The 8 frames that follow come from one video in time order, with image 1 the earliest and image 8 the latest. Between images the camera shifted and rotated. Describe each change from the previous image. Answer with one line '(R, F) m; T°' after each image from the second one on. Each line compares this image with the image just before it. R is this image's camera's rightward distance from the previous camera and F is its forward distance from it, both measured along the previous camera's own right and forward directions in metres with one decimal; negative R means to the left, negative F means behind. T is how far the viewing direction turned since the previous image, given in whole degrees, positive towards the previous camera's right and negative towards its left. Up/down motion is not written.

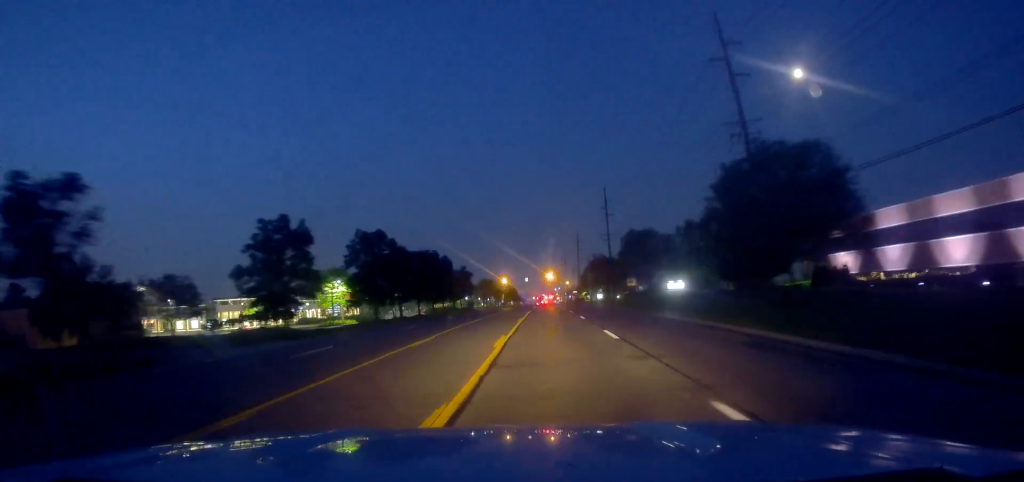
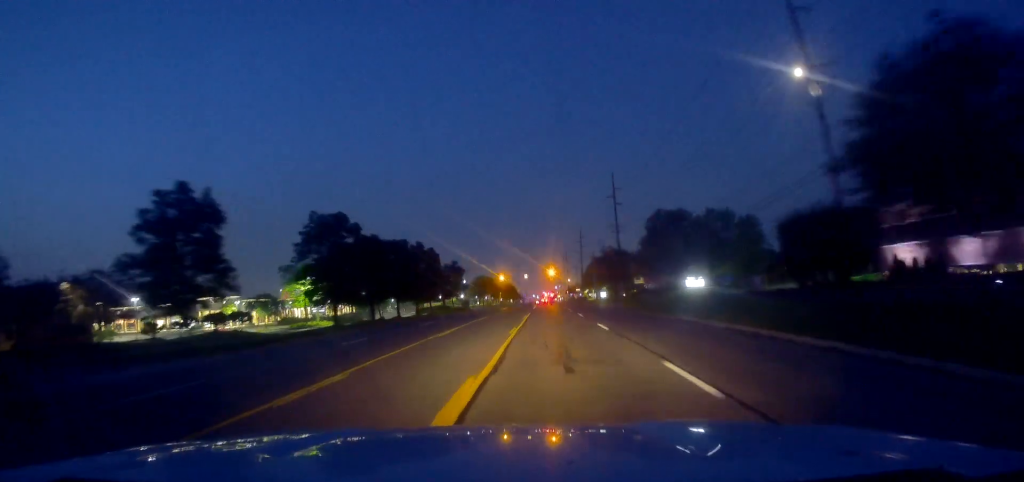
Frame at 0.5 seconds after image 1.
(0.0, +11.0) m; +1°
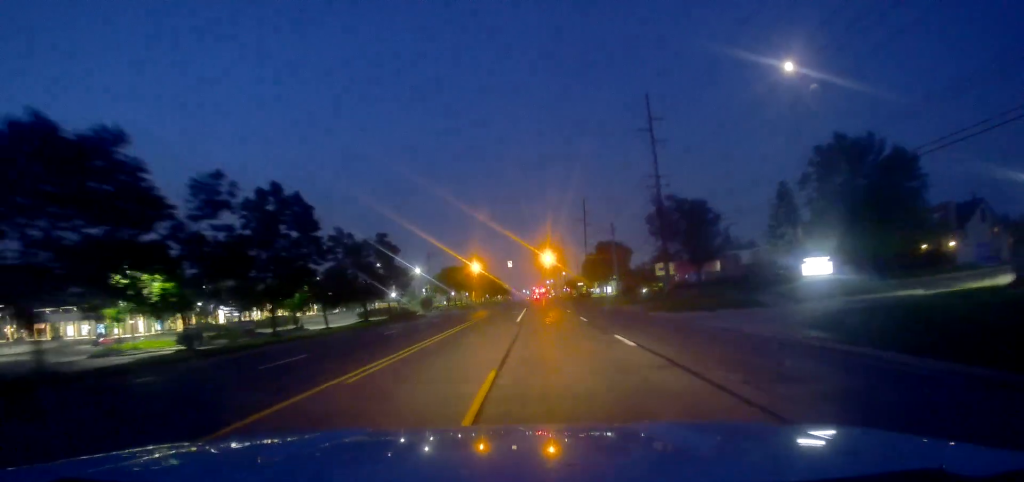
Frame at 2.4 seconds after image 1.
(-0.6, +37.6) m; -1°
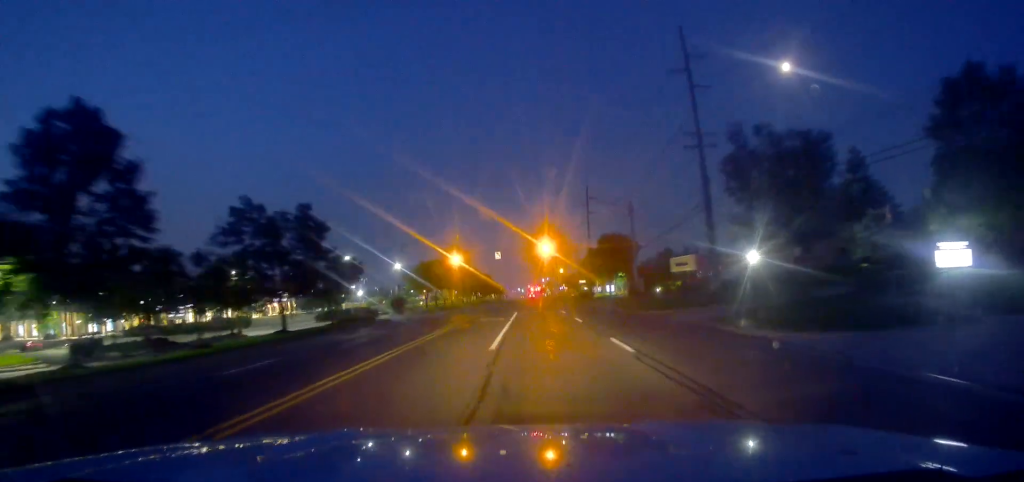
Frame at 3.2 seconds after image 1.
(+0.4, +16.5) m; +2°
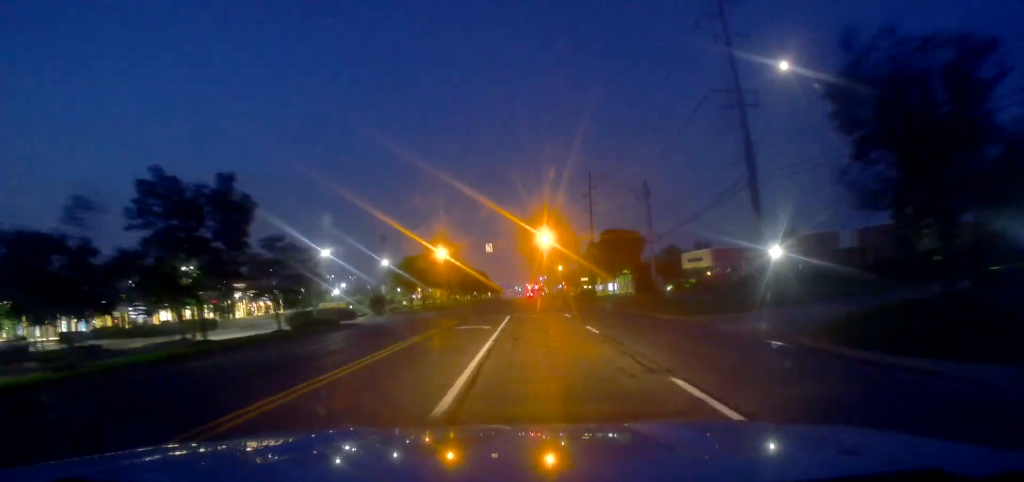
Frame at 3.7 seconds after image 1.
(+0.1, +9.2) m; +1°
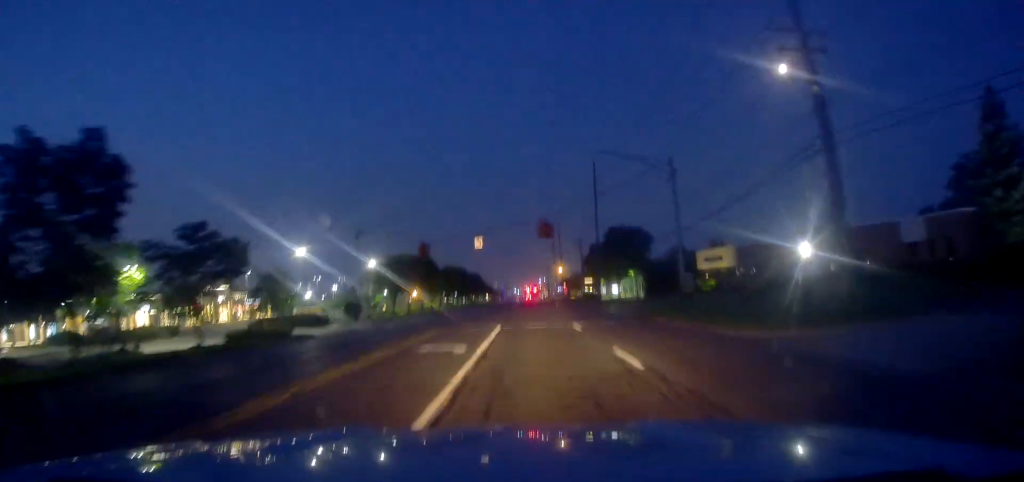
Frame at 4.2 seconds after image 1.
(0.0, +9.1) m; -1°
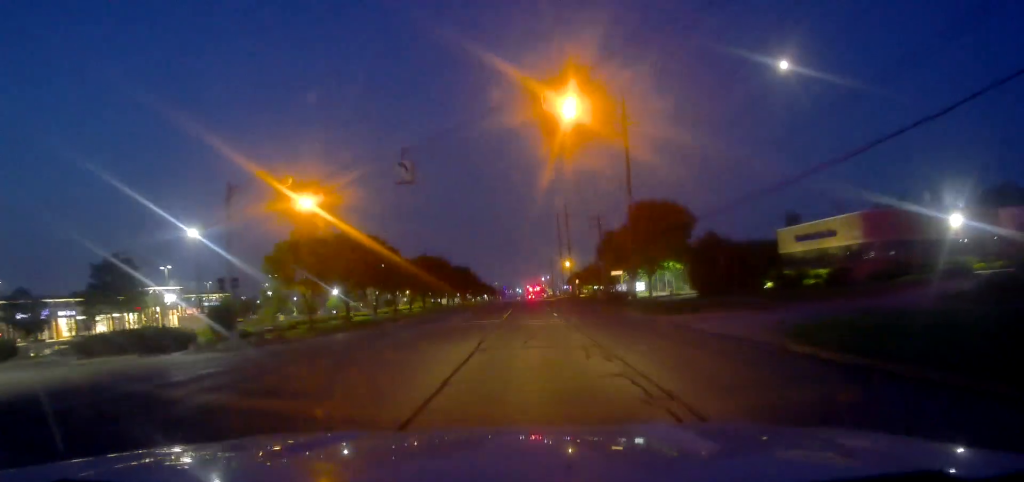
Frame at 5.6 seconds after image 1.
(-1.0, +27.6) m; -1°
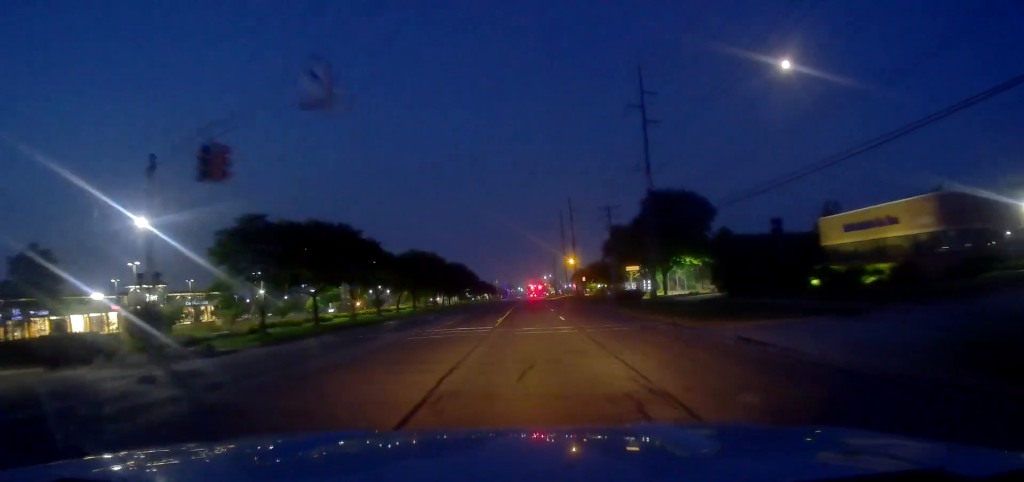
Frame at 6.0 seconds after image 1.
(+0.3, +8.2) m; +1°
